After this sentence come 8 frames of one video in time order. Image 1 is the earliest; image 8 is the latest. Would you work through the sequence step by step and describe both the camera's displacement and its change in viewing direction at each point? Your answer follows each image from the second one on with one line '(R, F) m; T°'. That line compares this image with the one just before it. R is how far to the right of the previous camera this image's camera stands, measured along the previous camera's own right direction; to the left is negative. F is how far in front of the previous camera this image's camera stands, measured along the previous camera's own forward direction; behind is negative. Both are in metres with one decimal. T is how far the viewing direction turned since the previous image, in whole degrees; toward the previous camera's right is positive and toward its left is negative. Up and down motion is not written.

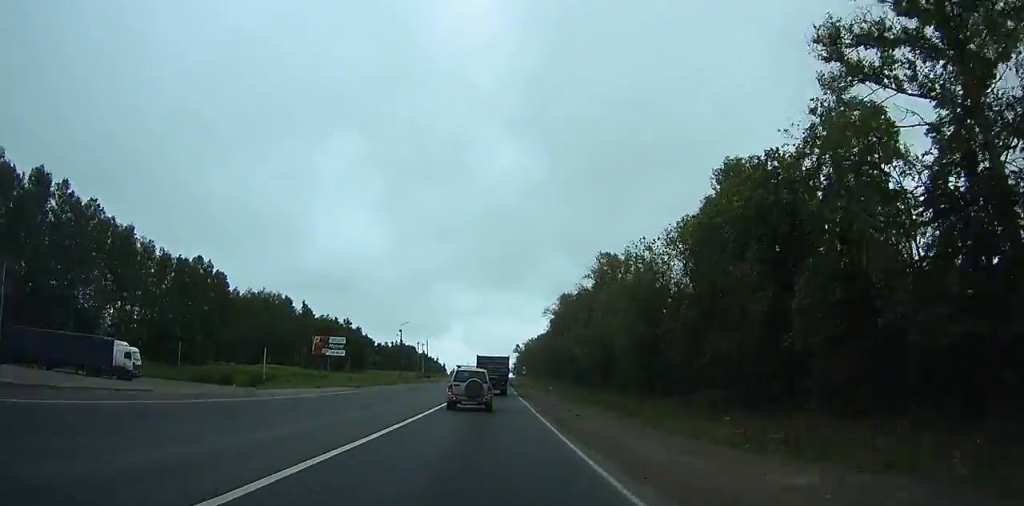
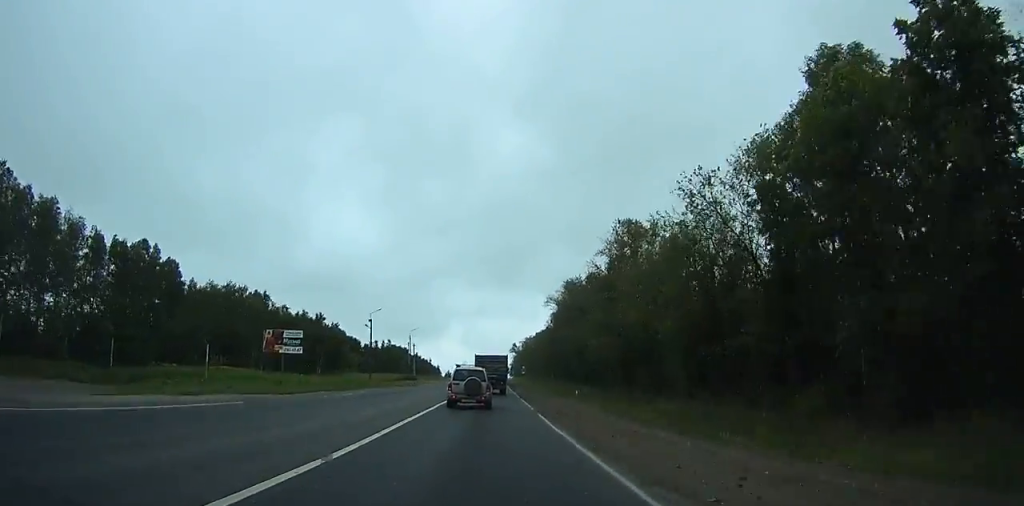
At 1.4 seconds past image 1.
(-0.1, +20.8) m; 0°
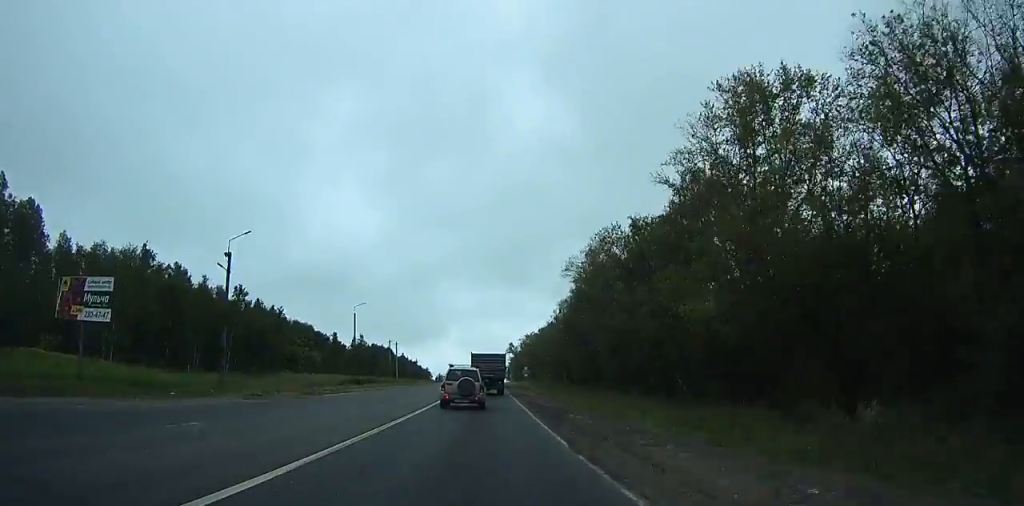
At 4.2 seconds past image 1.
(+0.6, +41.5) m; +1°
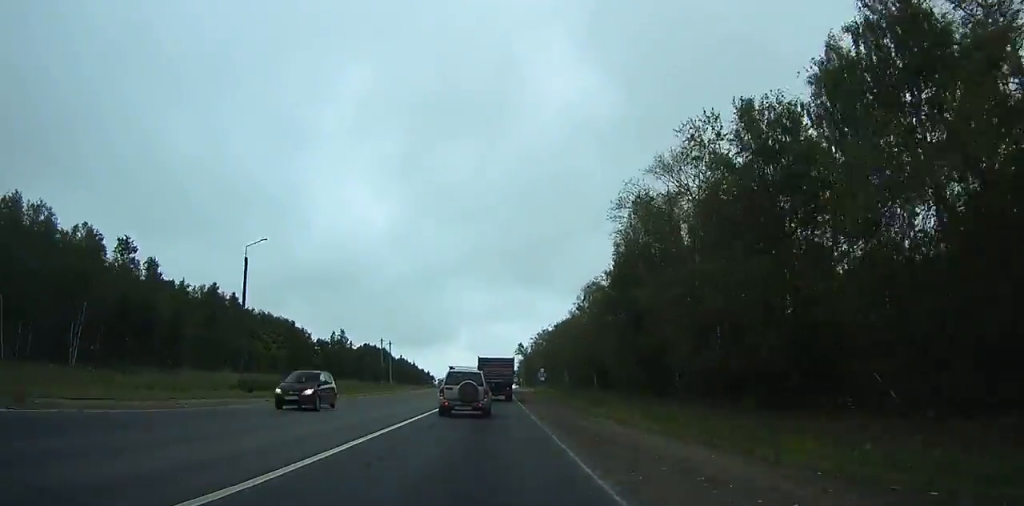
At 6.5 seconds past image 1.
(+0.1, +33.4) m; 0°
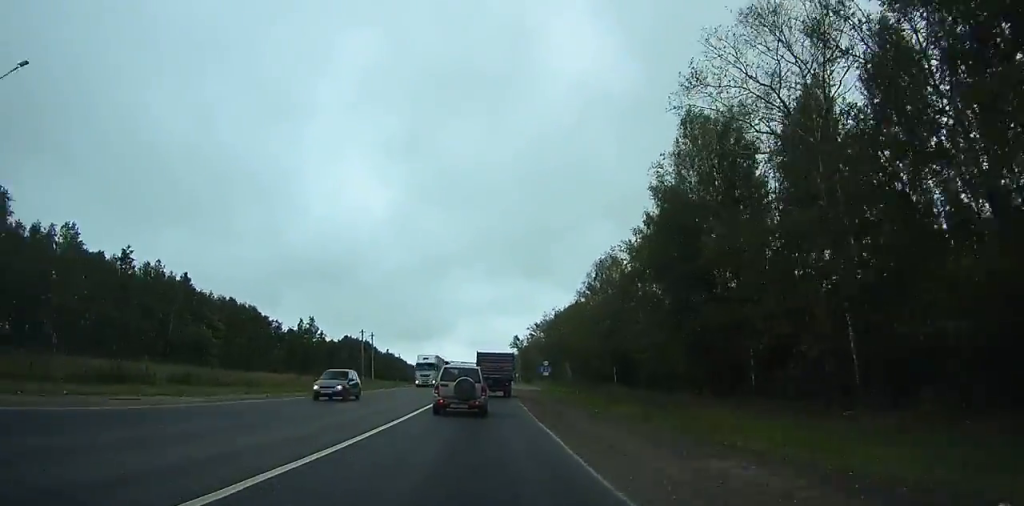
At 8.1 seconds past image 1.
(-0.2, +23.3) m; -1°
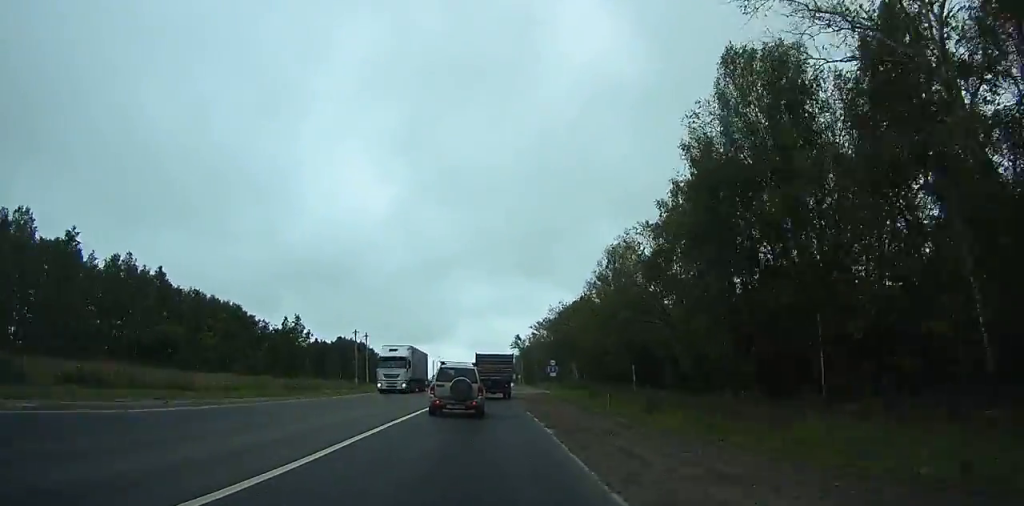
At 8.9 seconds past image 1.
(0.0, +11.4) m; 0°
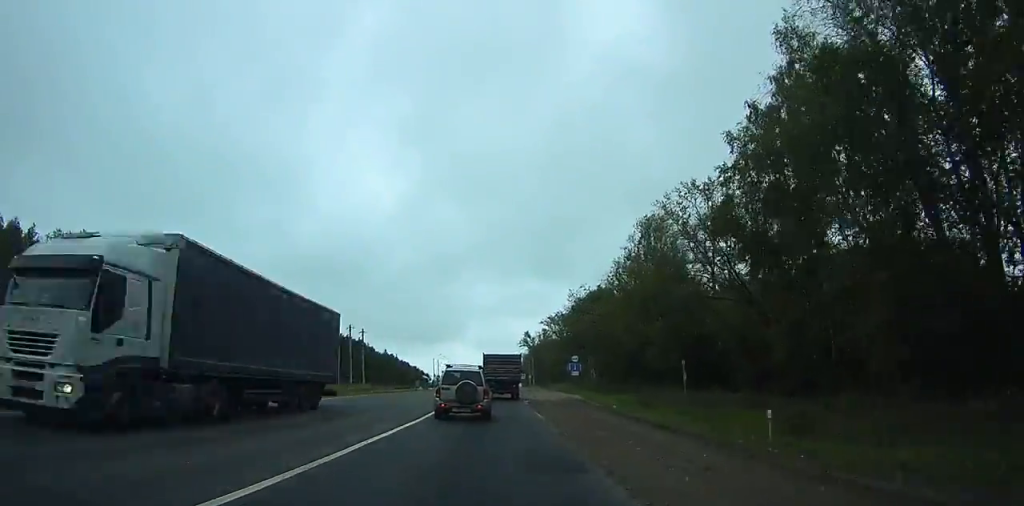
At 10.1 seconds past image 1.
(-0.1, +17.8) m; -1°
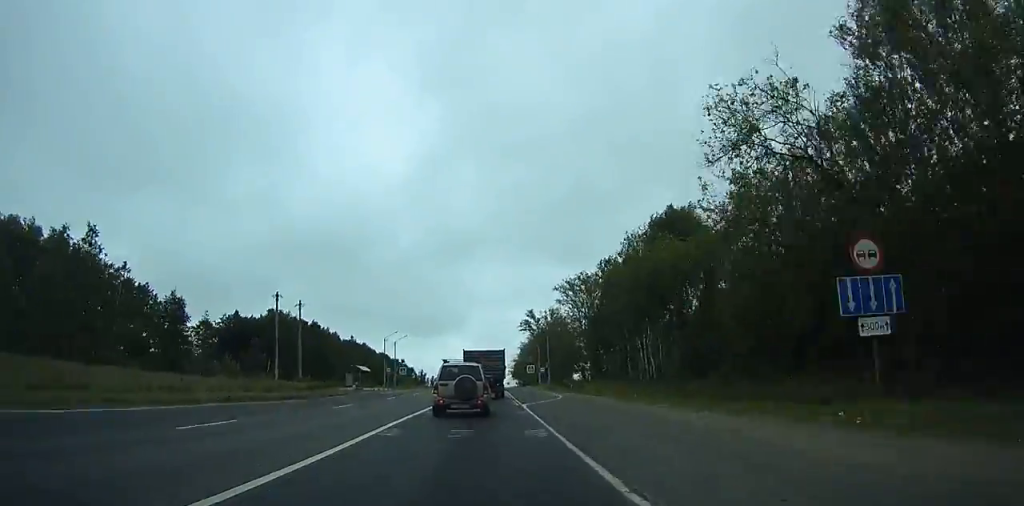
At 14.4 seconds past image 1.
(-0.8, +58.0) m; -1°
